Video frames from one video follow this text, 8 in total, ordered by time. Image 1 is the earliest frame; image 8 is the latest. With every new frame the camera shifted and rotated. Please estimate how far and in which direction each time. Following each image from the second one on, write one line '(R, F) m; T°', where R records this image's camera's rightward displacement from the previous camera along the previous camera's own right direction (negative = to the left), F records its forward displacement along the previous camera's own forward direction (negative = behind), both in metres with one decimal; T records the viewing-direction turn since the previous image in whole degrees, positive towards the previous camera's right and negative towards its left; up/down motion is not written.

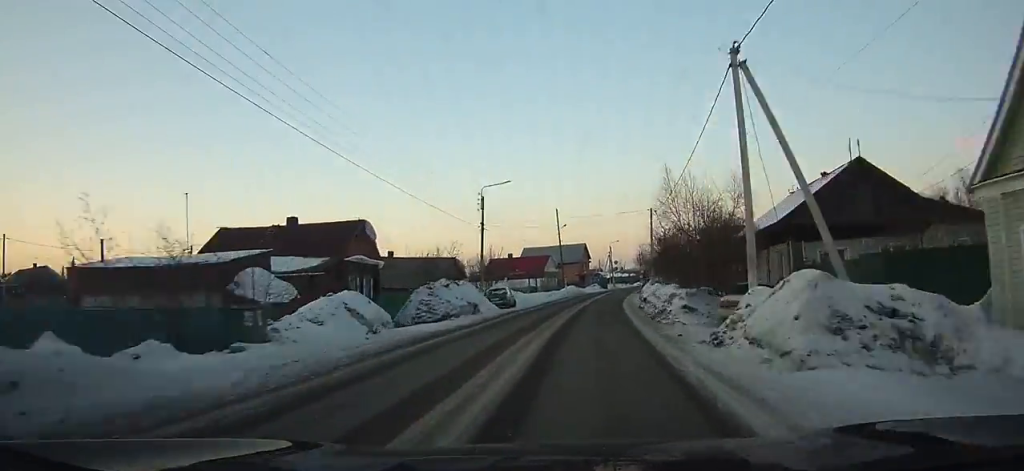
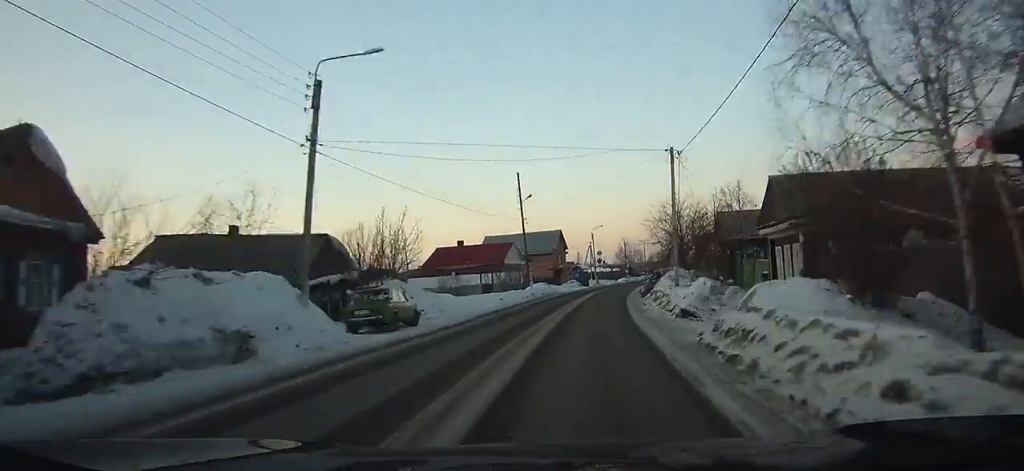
(+0.3, +21.3) m; +2°
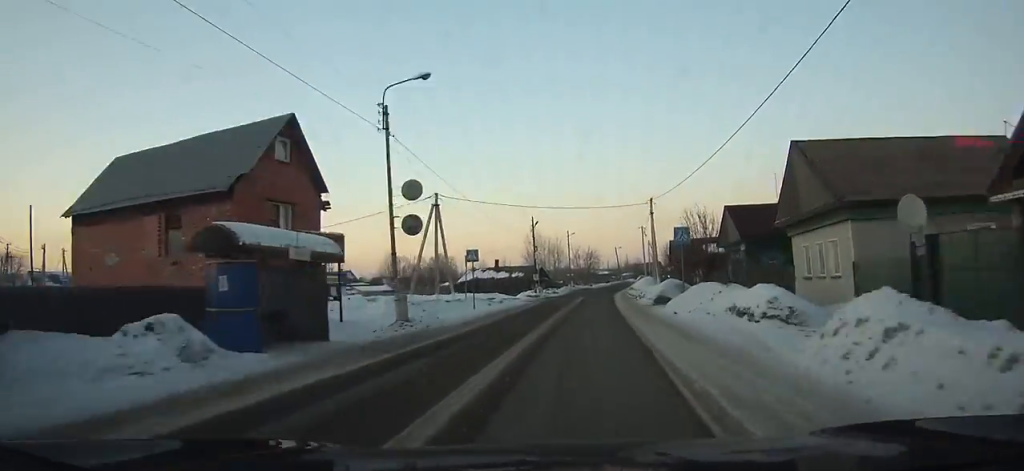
(+4.3, +62.5) m; +8°
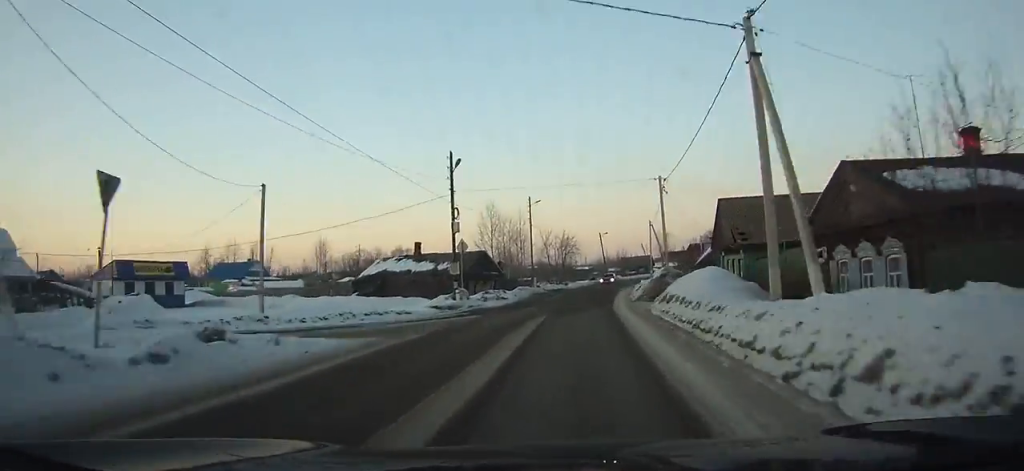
(+0.8, +28.4) m; +2°
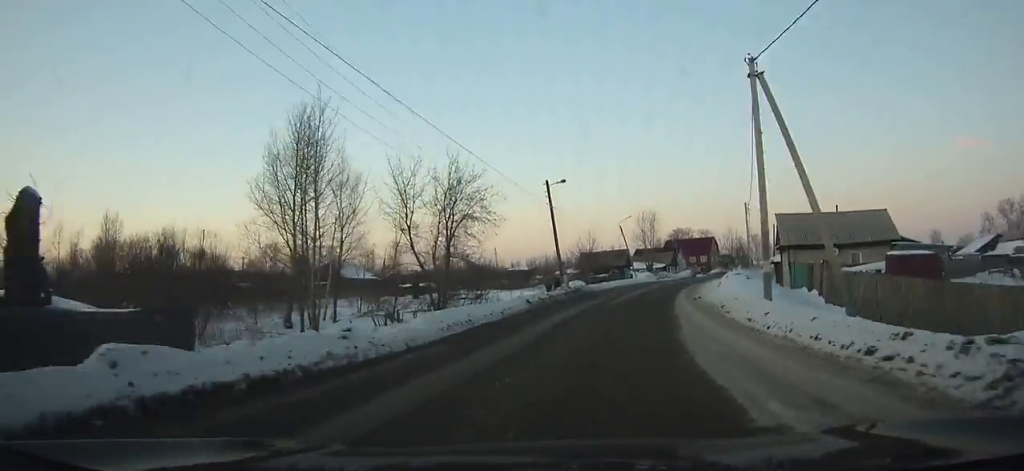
(+2.6, +53.3) m; +8°
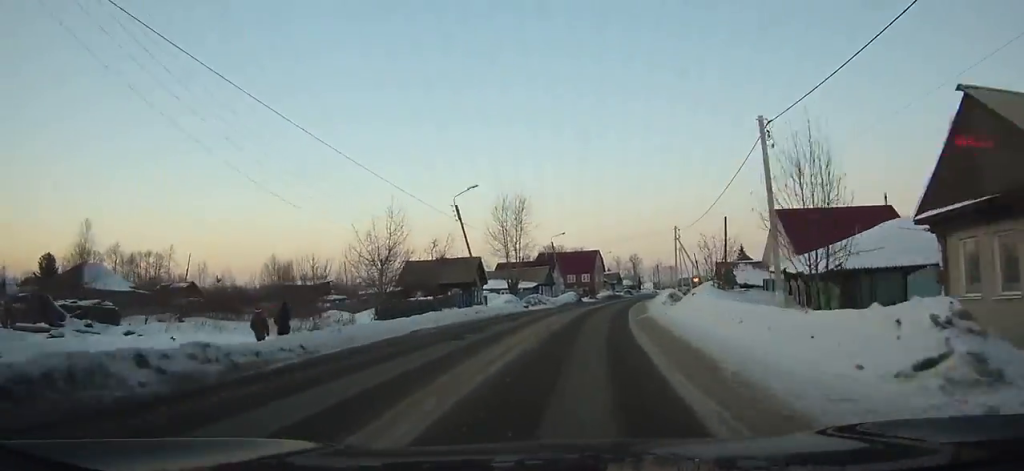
(+3.0, +37.6) m; +9°
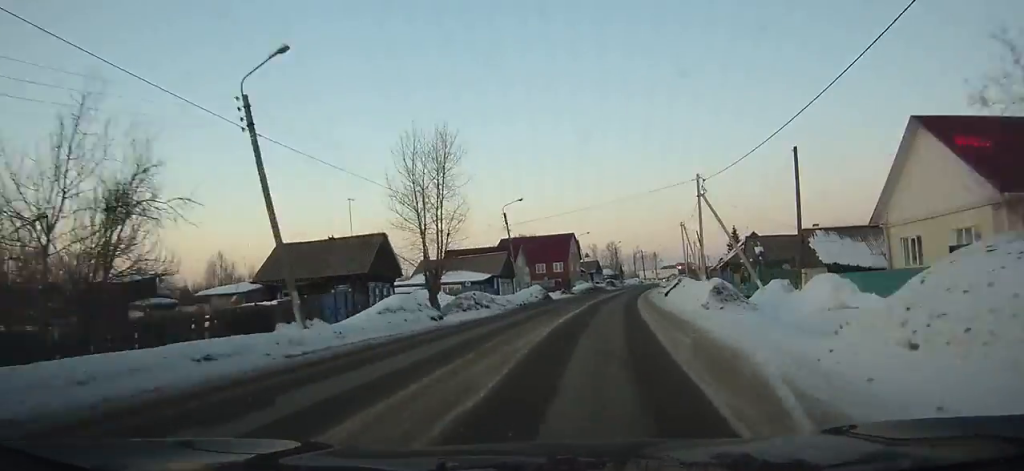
(+0.7, +22.1) m; +4°
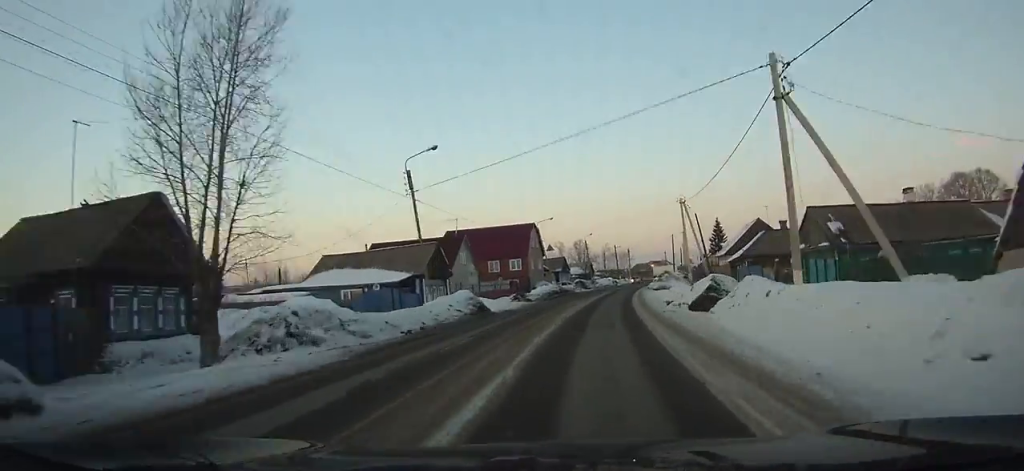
(+0.4, +17.8) m; +3°
